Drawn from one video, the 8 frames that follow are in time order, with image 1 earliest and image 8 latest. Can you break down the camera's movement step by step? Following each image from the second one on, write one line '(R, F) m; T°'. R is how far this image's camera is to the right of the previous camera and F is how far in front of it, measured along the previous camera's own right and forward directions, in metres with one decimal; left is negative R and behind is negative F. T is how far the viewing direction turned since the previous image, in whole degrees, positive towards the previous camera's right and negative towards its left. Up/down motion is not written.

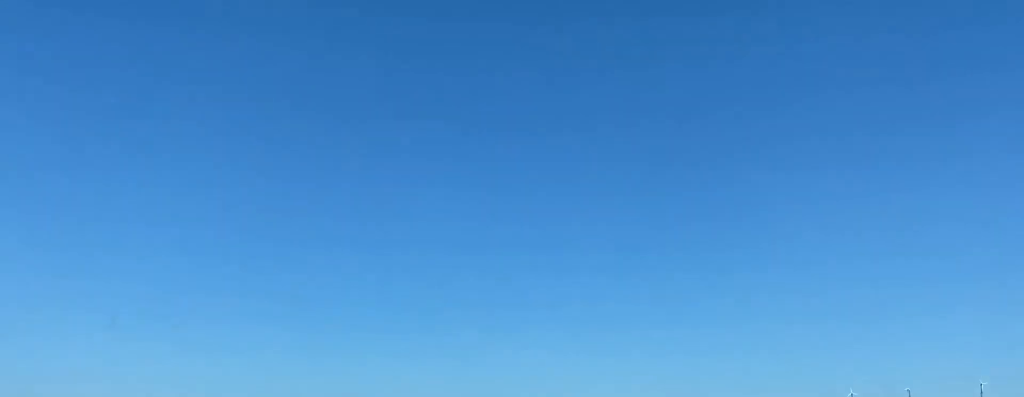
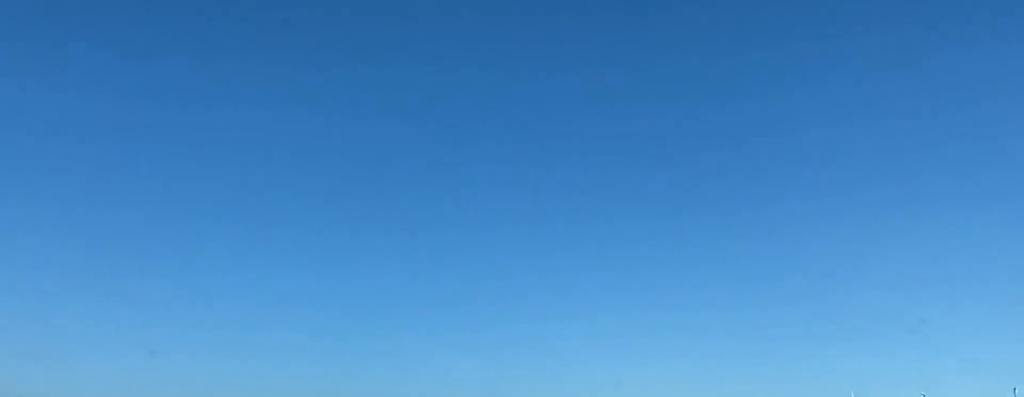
(+4.9, +36.8) m; +22°
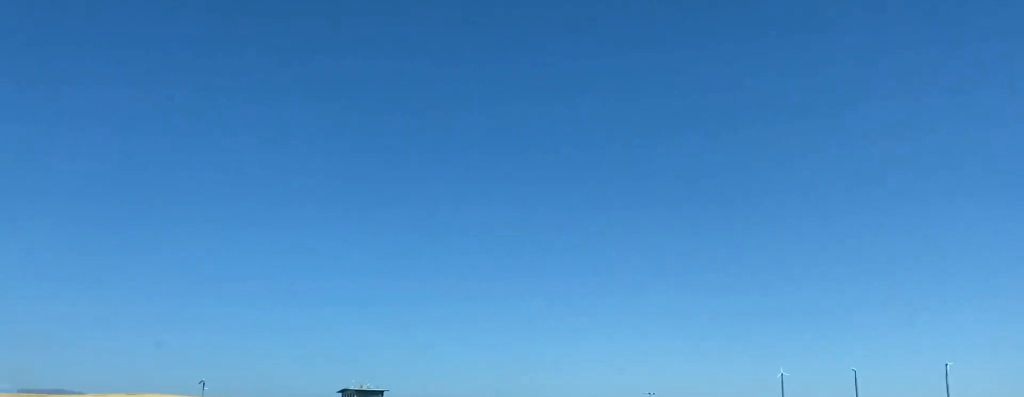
(+1.2, +15.8) m; +14°
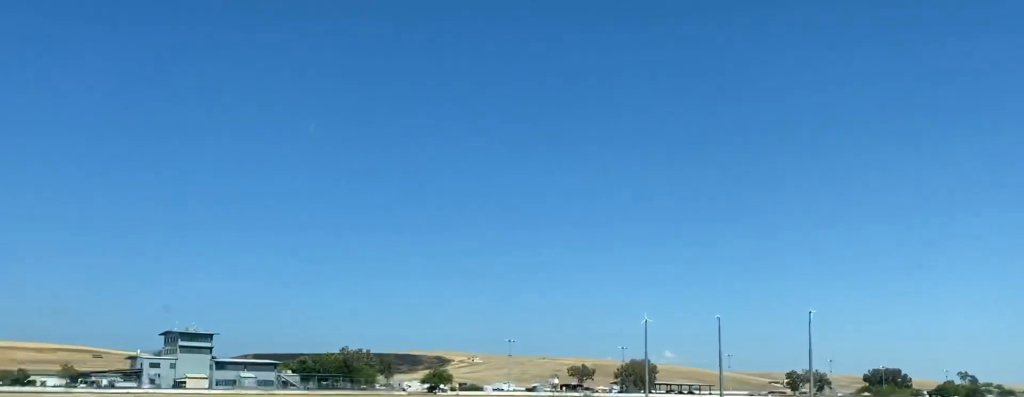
(+2.7, +16.3) m; +13°
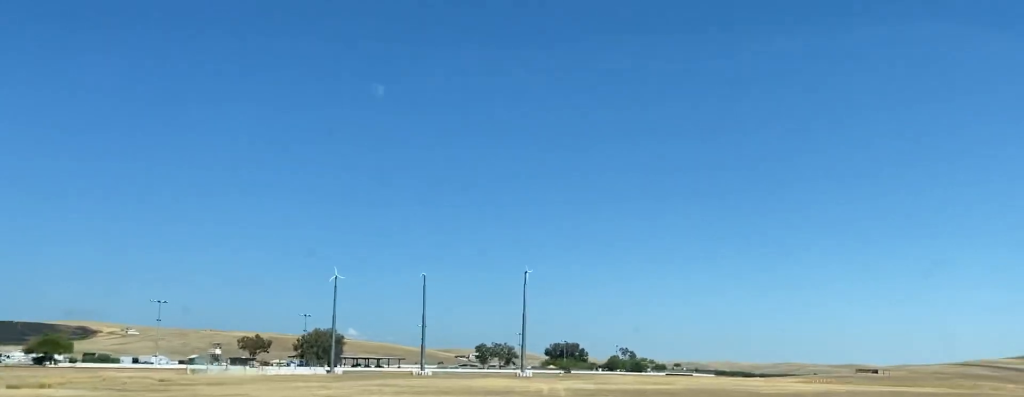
(+7.7, +35.5) m; +25°
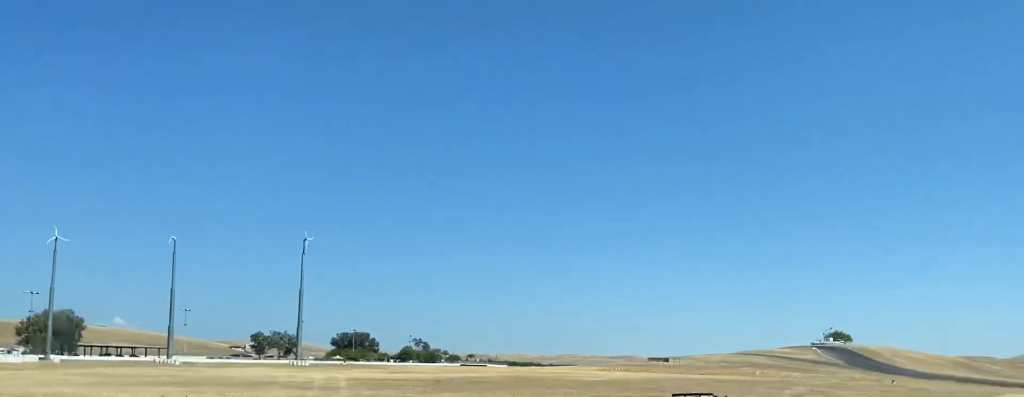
(+2.5, +22.0) m; +12°
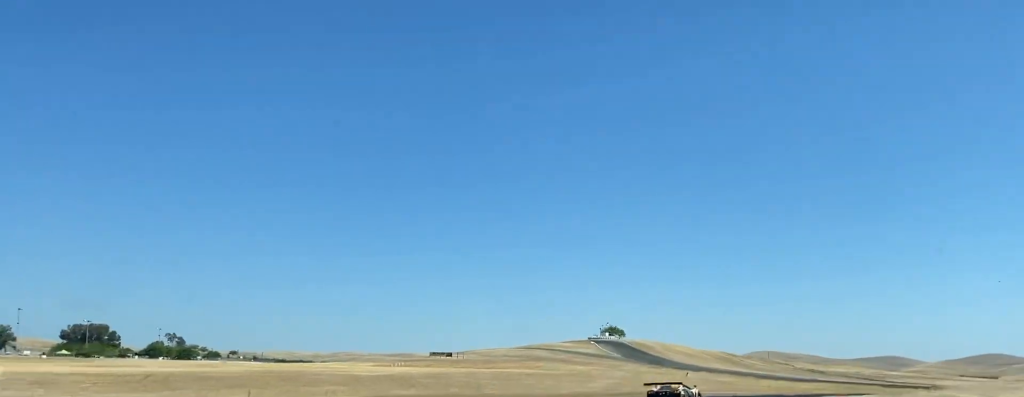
(+2.5, +20.9) m; +11°
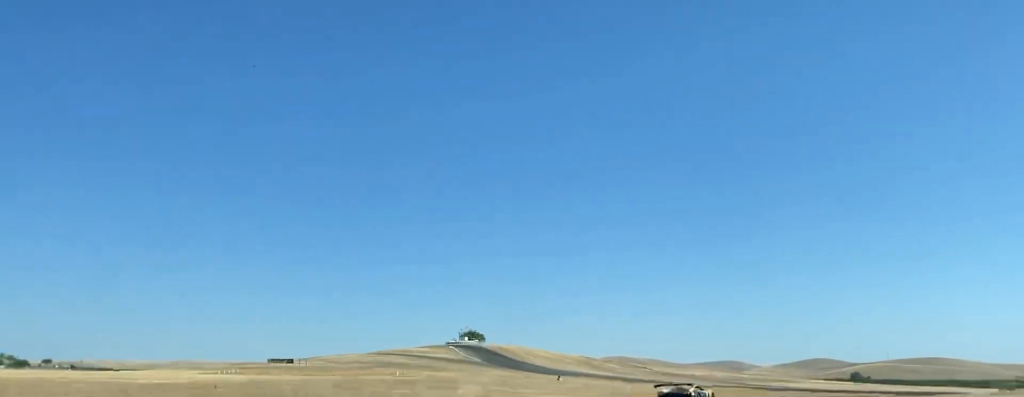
(+0.9, +17.1) m; +9°
